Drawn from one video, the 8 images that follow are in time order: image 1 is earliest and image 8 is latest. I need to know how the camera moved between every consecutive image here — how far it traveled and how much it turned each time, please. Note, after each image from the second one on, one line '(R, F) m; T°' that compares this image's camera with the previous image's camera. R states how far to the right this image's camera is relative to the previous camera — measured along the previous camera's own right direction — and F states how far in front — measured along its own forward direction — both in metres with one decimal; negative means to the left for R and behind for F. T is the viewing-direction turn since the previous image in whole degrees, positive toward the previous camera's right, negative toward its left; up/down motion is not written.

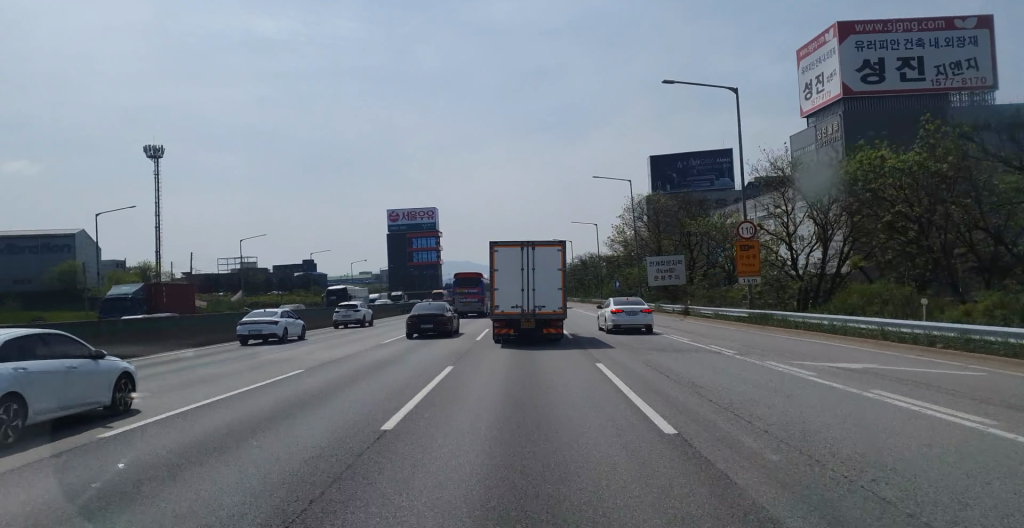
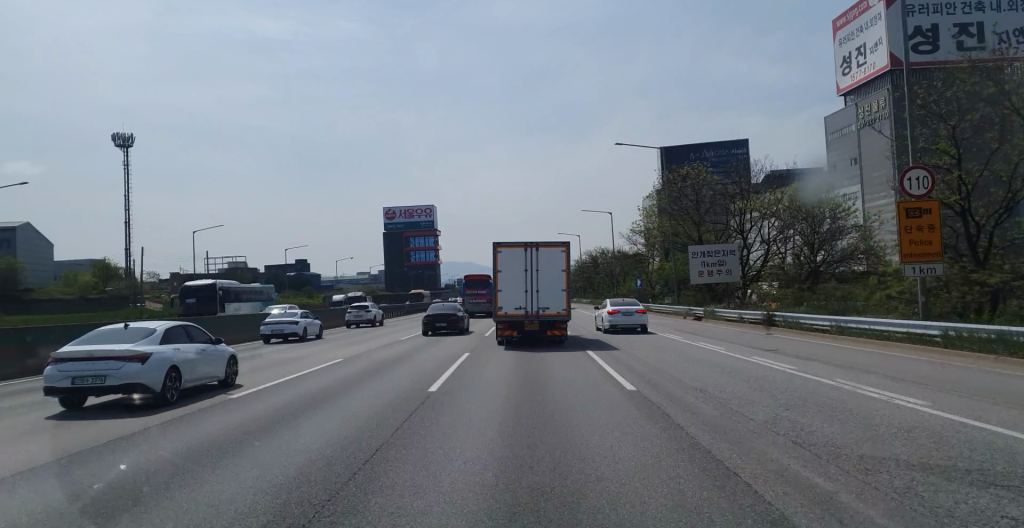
(+0.1, +15.5) m; +1°
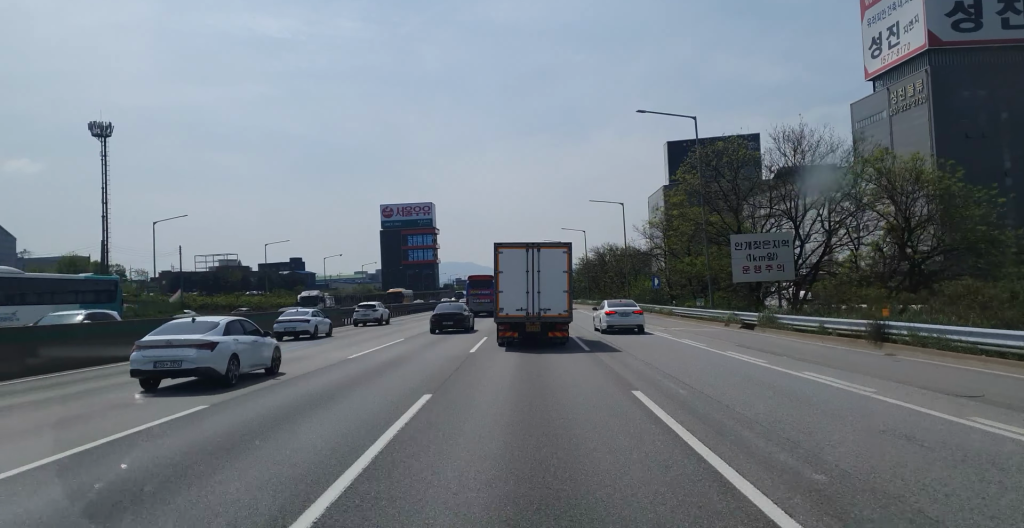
(+0.1, +9.8) m; 0°
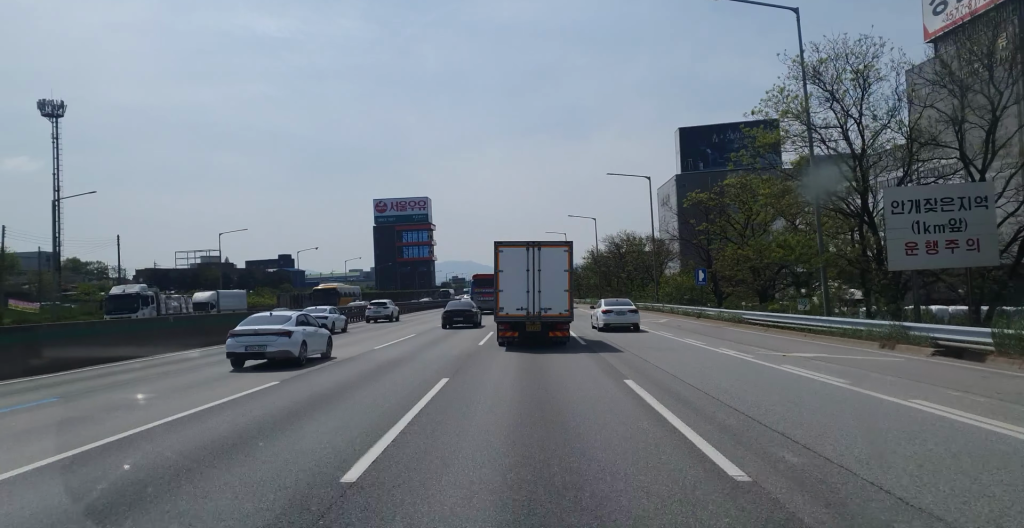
(-0.1, +17.0) m; 0°
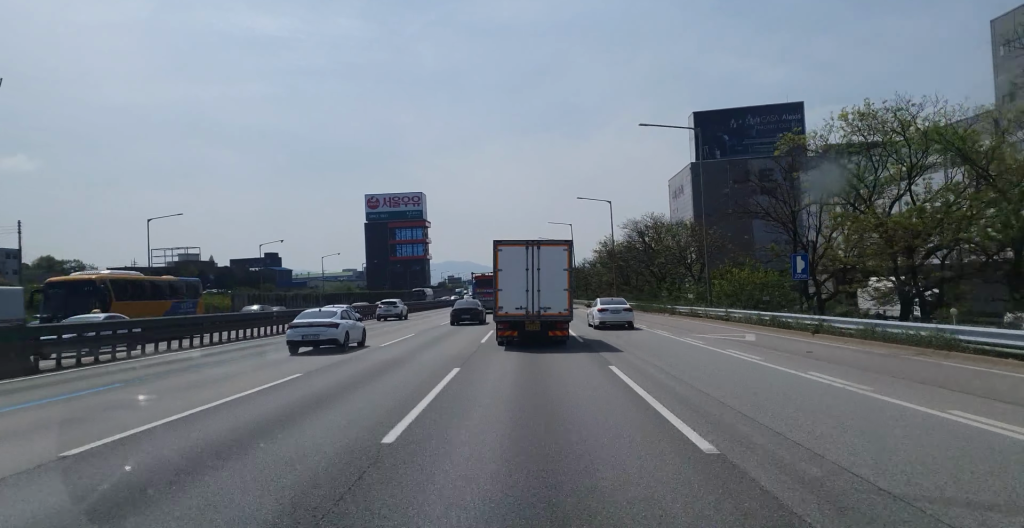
(-0.1, +18.3) m; 0°
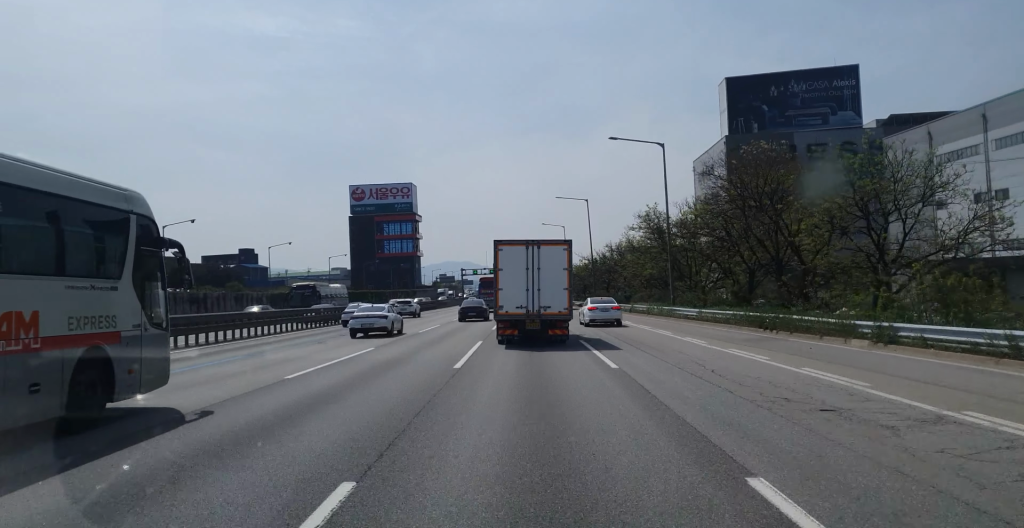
(+0.4, +30.5) m; -1°
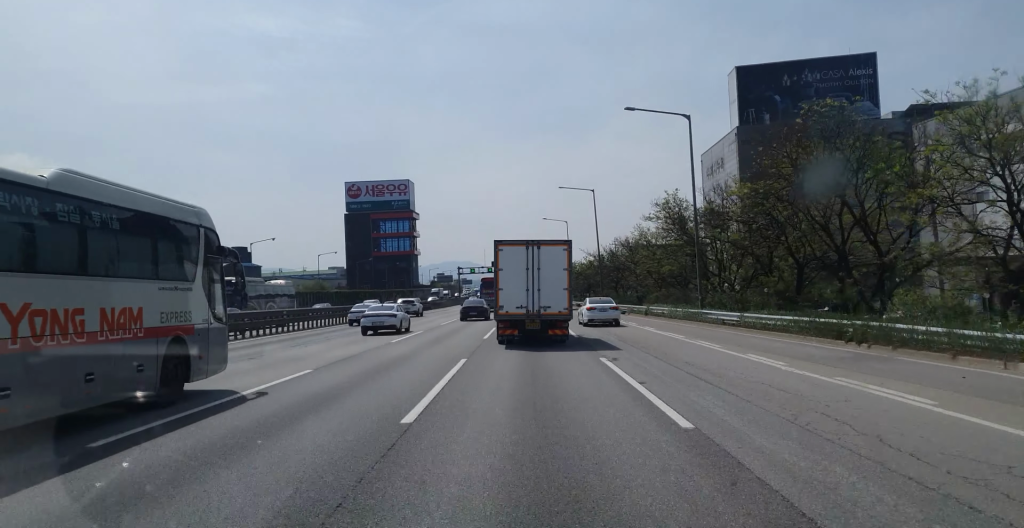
(-0.2, +7.8) m; 0°
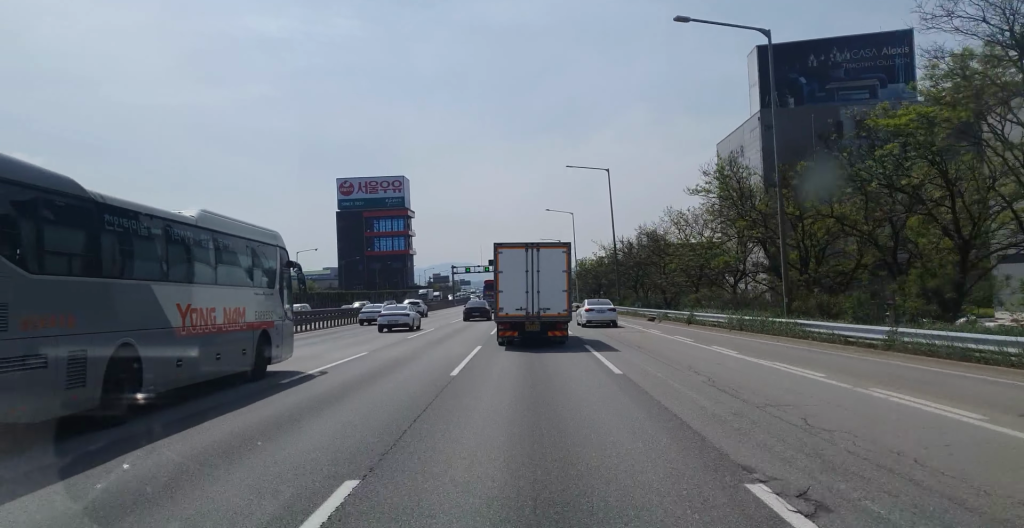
(-0.4, +13.6) m; 0°
